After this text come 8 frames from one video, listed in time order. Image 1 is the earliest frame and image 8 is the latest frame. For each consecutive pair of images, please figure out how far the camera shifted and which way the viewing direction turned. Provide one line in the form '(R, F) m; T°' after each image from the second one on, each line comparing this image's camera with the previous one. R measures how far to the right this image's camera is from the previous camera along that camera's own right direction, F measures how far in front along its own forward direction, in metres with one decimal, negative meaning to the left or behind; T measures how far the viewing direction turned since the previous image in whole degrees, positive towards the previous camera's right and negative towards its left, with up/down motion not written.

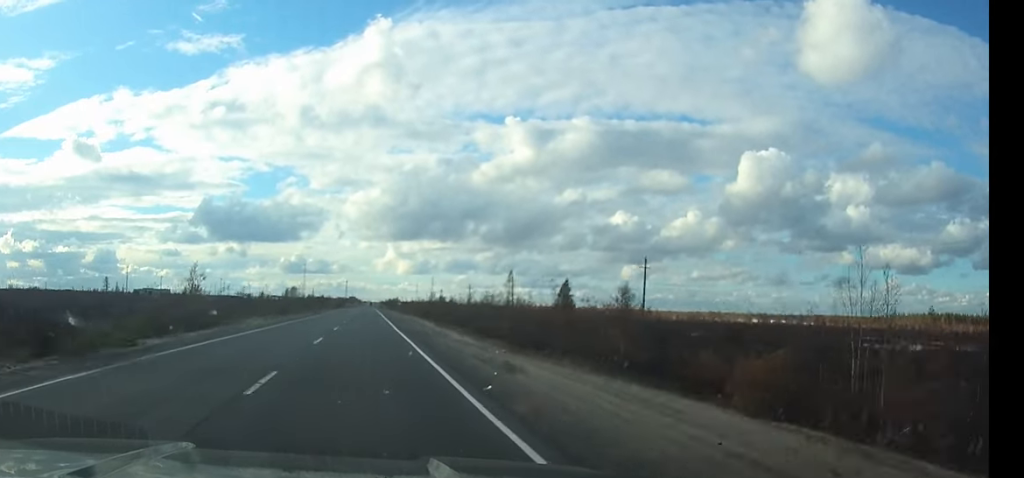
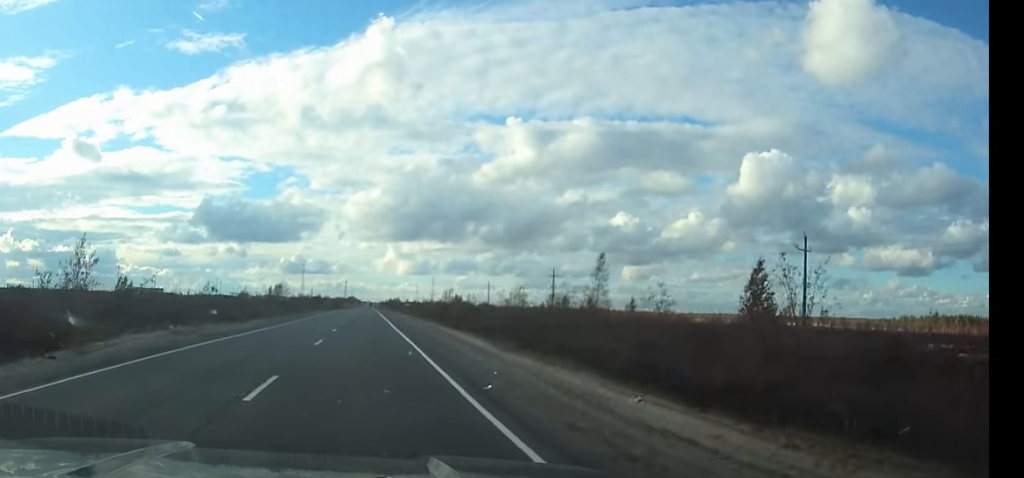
(0.0, +25.0) m; 0°
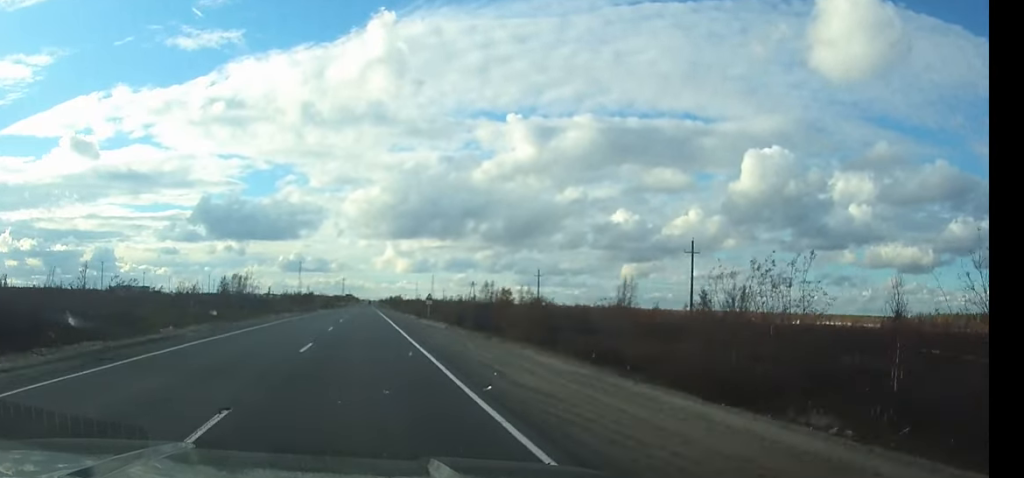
(+0.1, +38.6) m; 0°
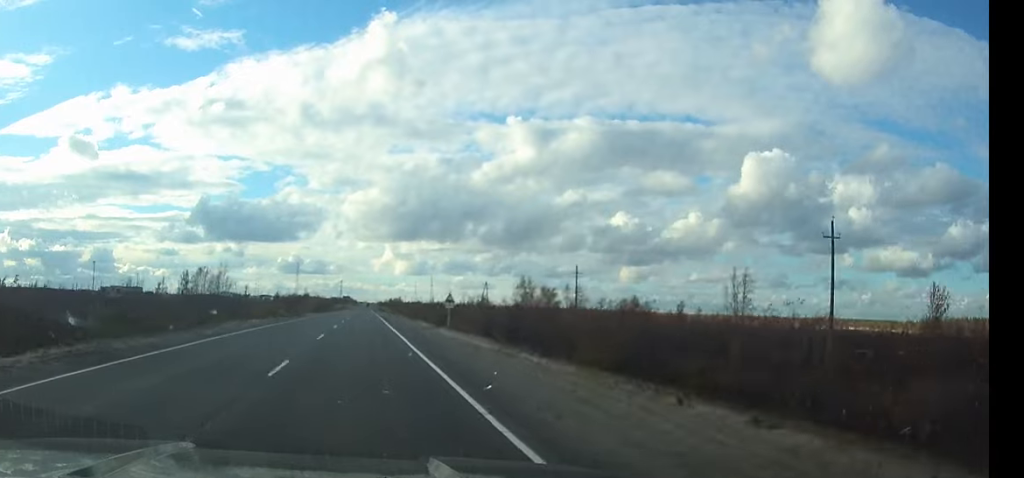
(0.0, +17.5) m; 0°
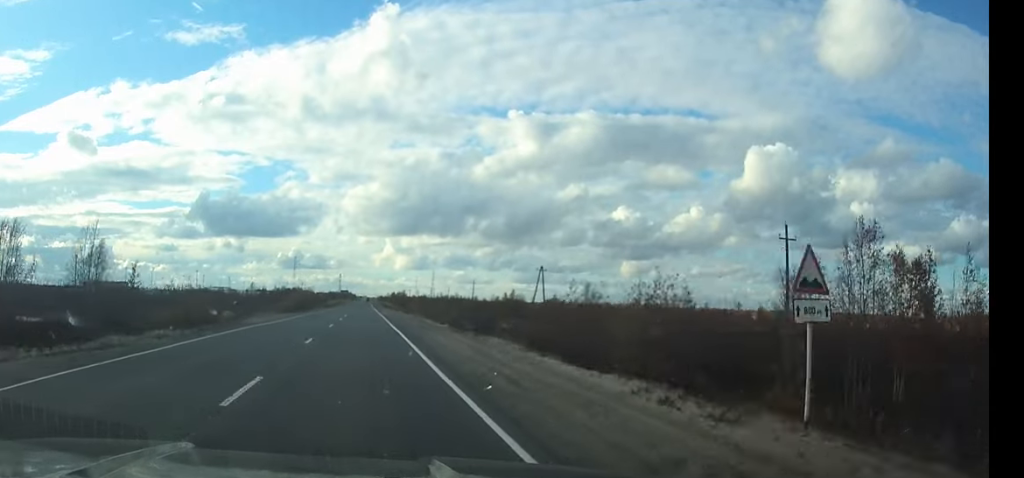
(0.0, +38.2) m; 0°
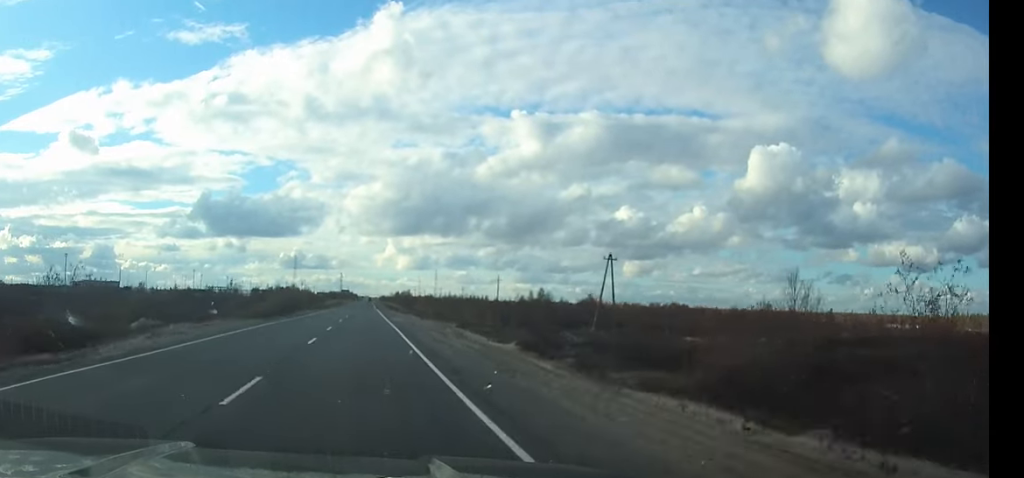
(0.0, +21.6) m; 0°
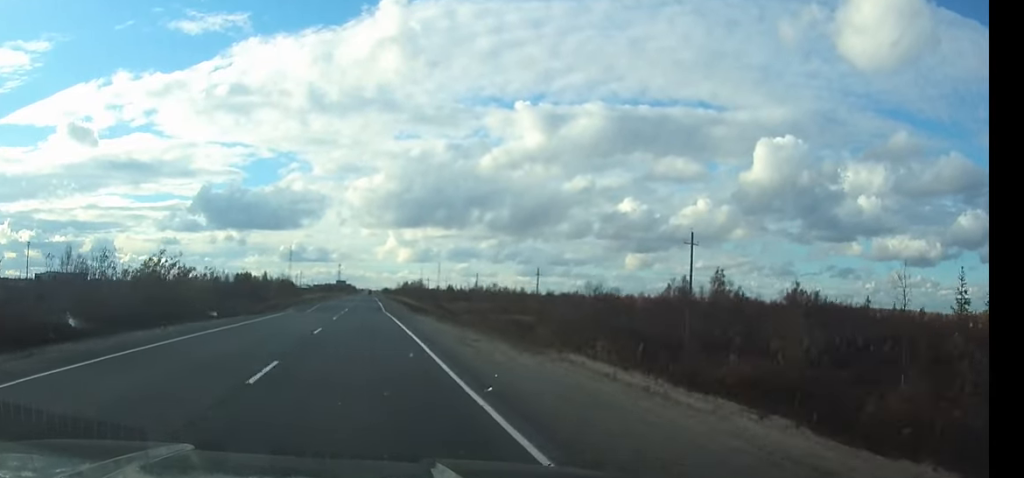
(0.0, +63.7) m; 0°
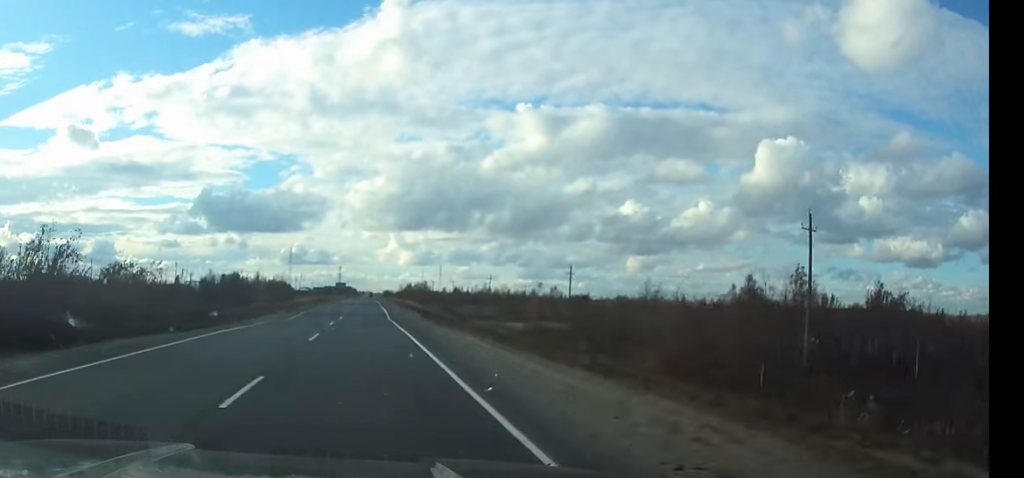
(0.0, +13.3) m; 0°
